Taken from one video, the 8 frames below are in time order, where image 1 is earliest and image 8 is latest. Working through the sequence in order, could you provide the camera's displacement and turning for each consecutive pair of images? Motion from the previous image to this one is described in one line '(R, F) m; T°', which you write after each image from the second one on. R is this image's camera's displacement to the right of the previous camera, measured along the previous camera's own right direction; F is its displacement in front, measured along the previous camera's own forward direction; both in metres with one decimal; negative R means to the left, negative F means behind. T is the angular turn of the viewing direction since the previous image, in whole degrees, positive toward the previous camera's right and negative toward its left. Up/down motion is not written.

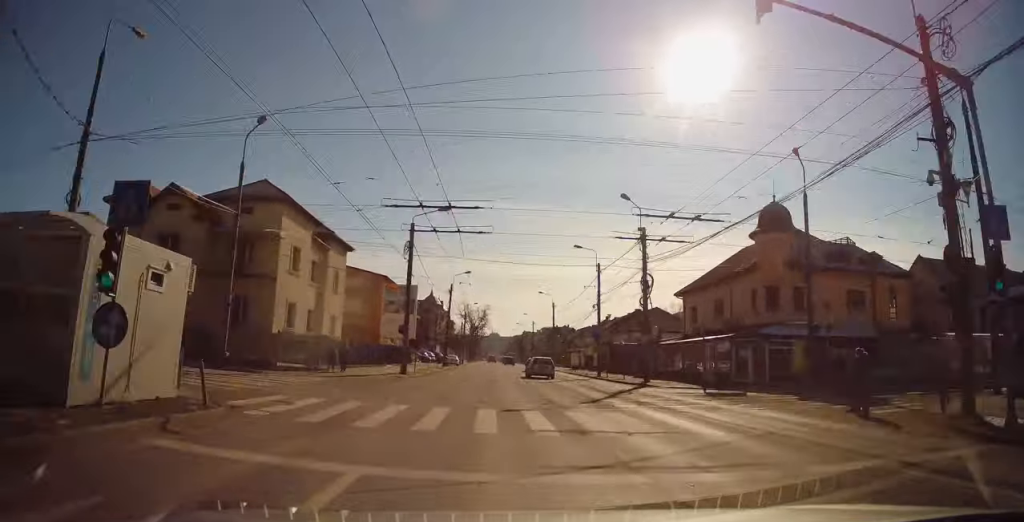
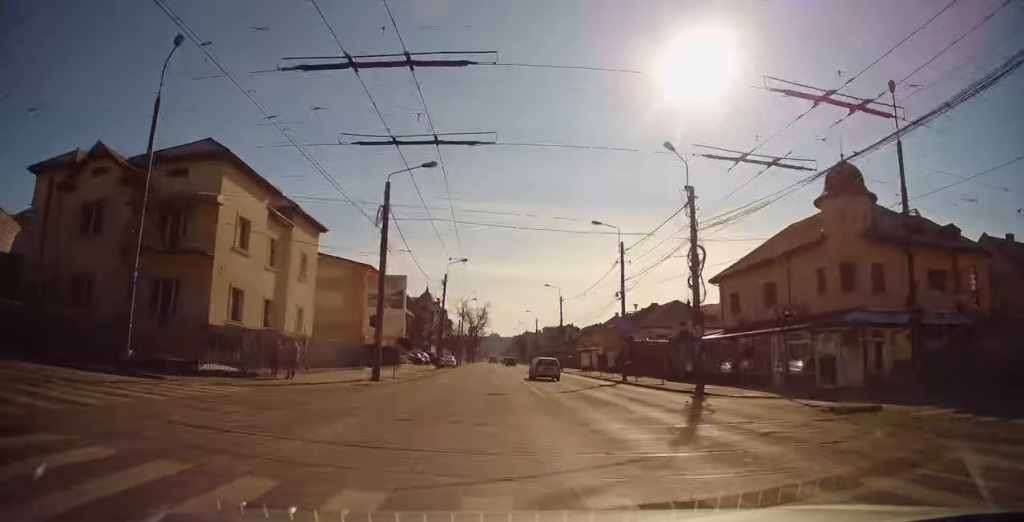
(0.0, +8.1) m; 0°
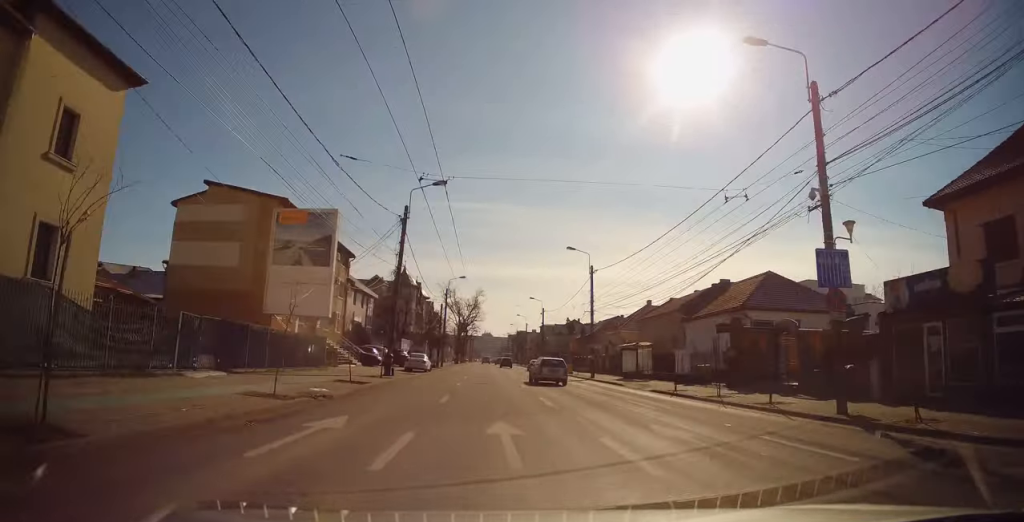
(+0.2, +23.6) m; +1°
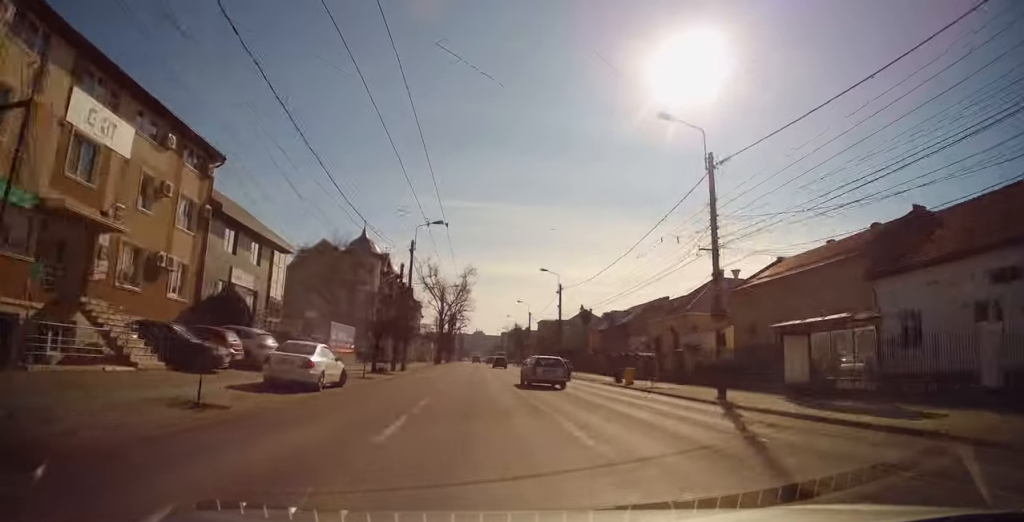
(+0.2, +25.8) m; +1°
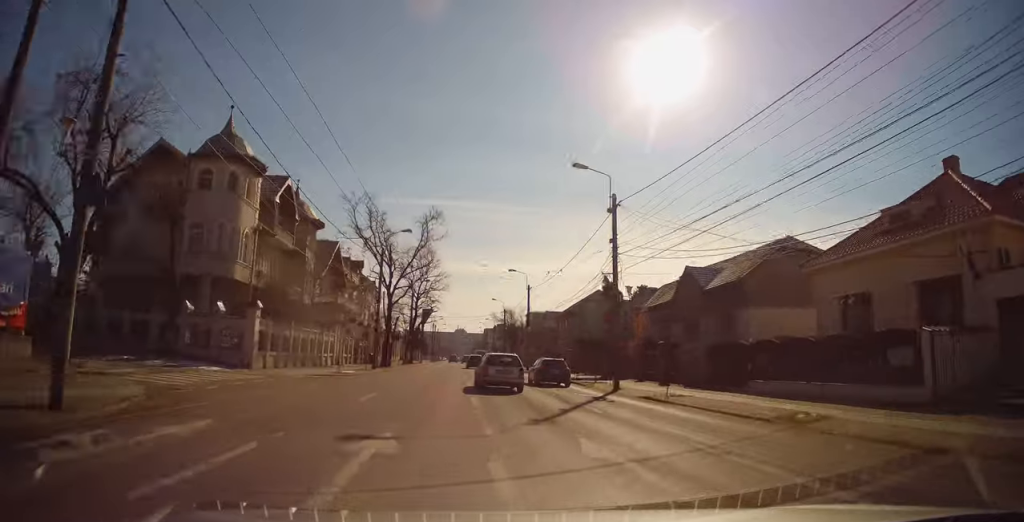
(+0.2, +30.8) m; +1°
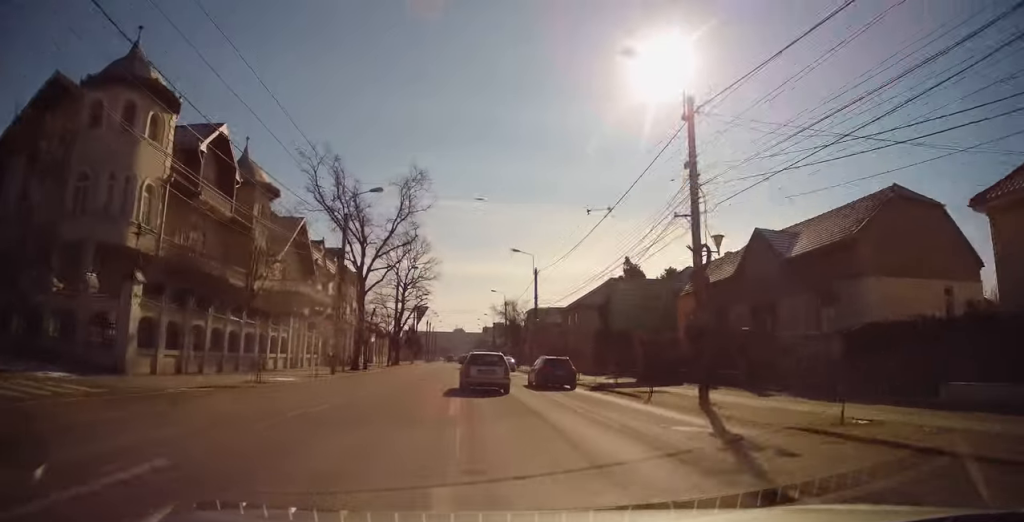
(0.0, +10.4) m; +1°
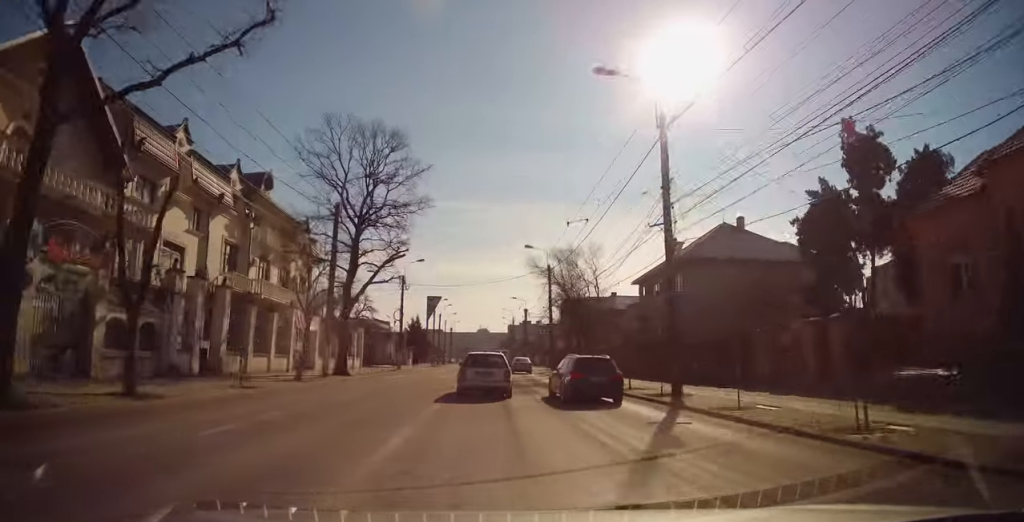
(-0.3, +32.0) m; -4°
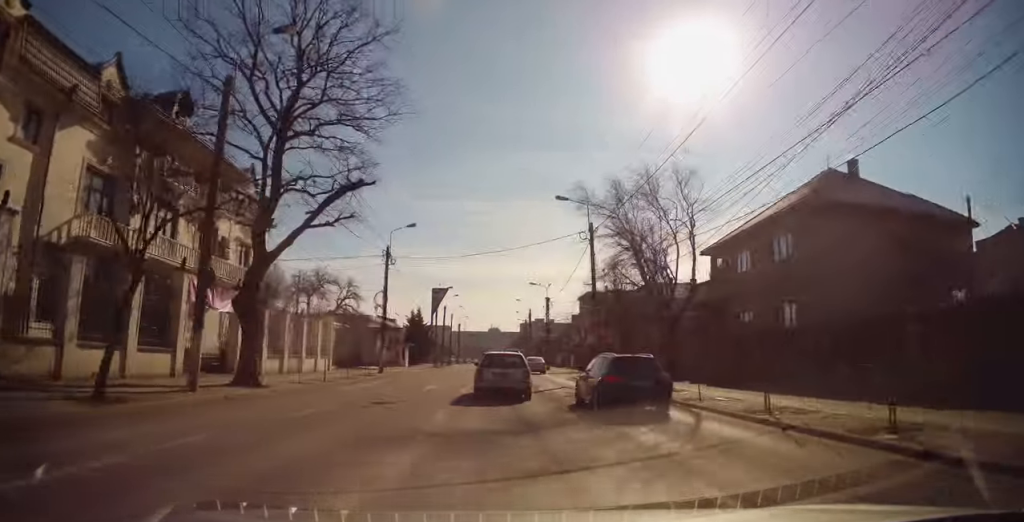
(-0.3, +14.3) m; 0°
